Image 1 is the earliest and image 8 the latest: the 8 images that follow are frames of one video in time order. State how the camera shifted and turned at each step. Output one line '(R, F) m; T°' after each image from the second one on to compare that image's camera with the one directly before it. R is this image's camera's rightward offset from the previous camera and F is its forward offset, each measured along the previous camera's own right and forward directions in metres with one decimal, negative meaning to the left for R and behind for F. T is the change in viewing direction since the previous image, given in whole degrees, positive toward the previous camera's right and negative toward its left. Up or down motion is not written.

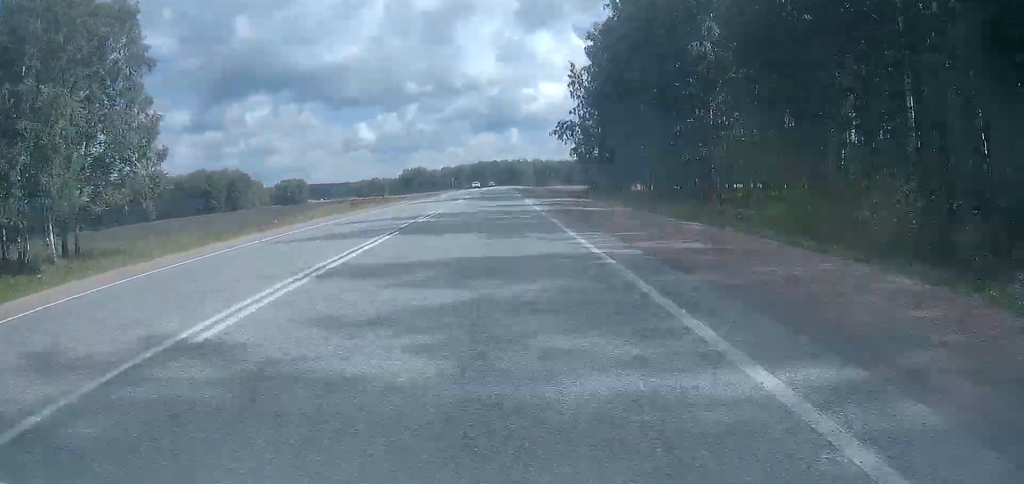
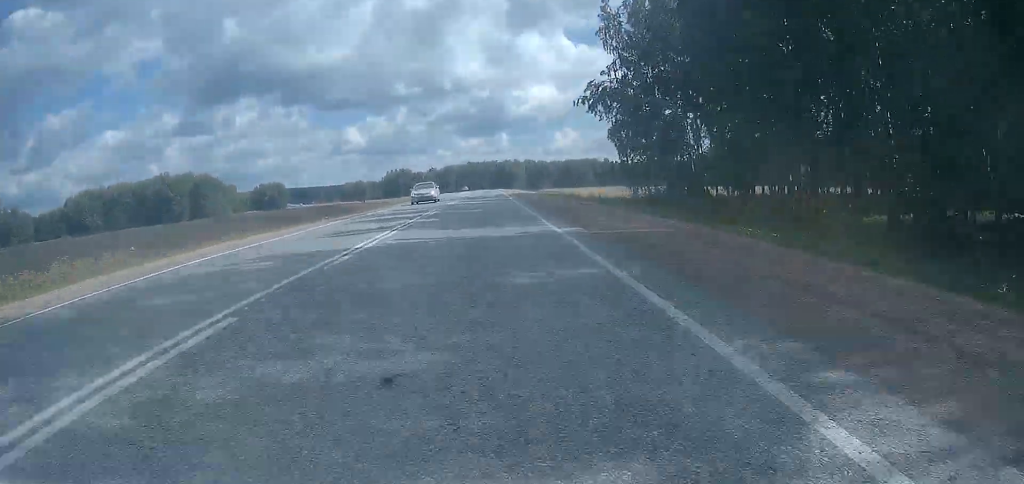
(0.0, +31.9) m; 0°
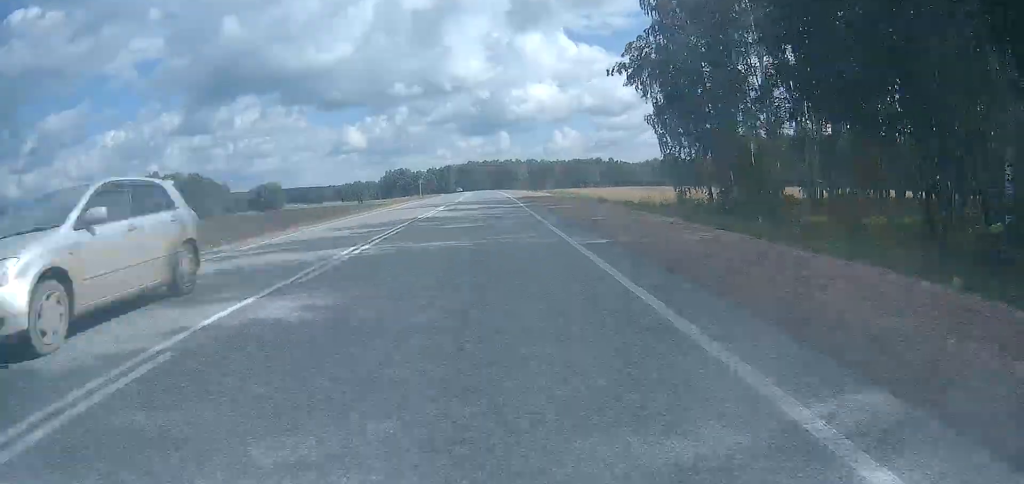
(-0.1, +12.9) m; +1°
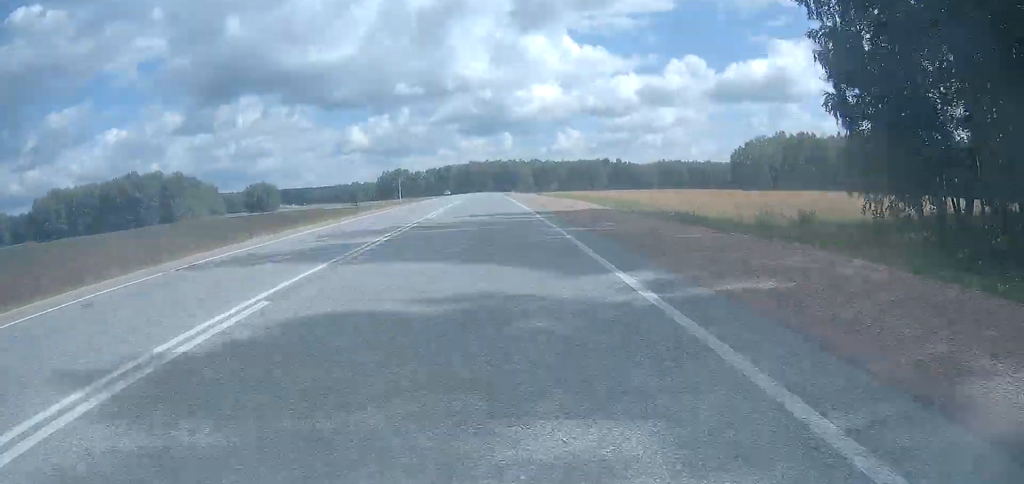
(+0.4, +21.5) m; +1°
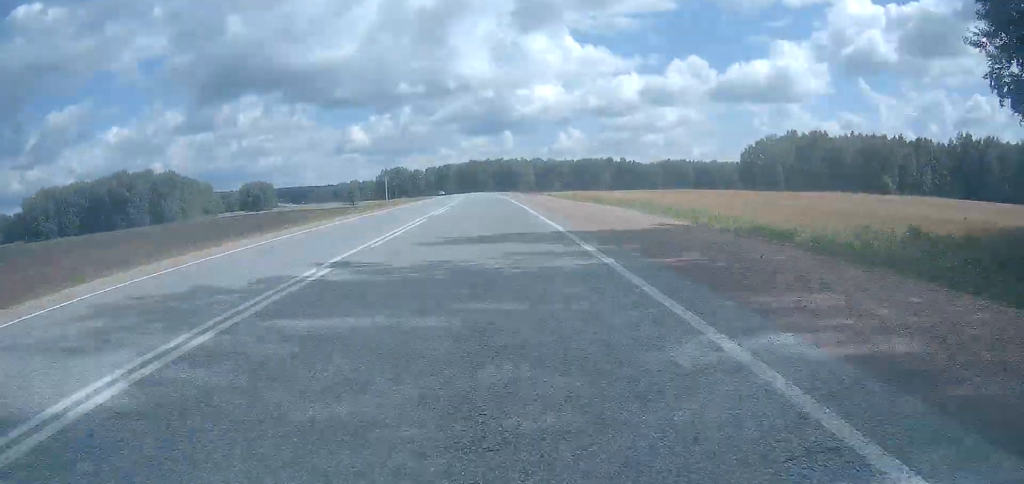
(0.0, +9.4) m; 0°
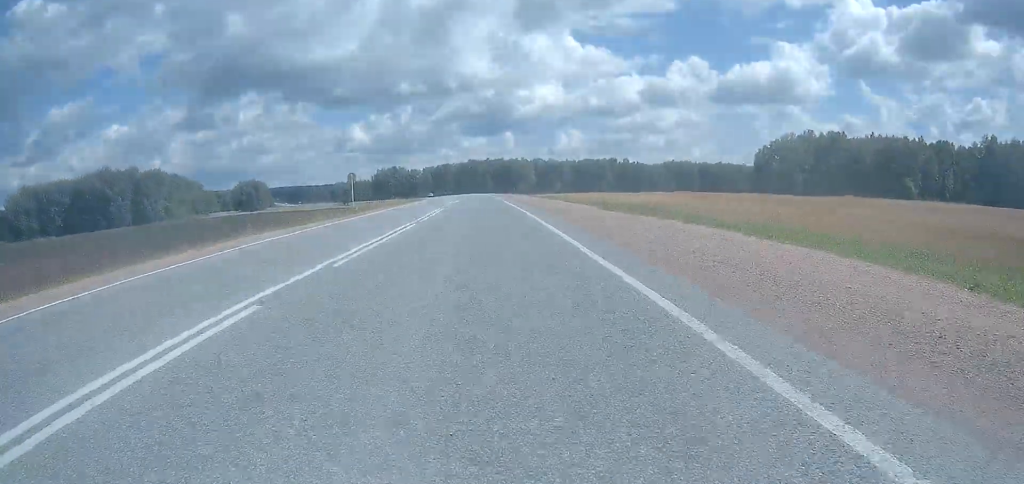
(-0.1, +14.1) m; 0°
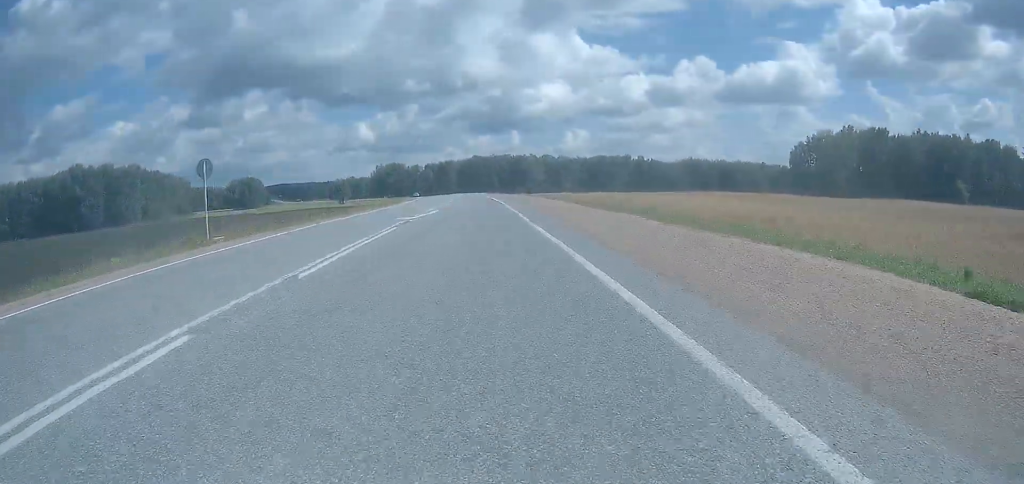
(+0.1, +25.0) m; 0°
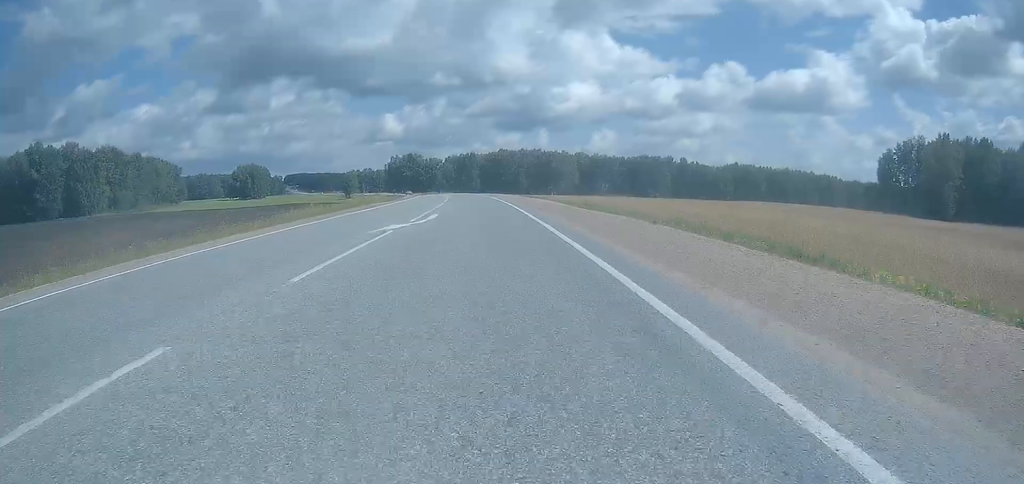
(-0.2, +40.5) m; -2°
